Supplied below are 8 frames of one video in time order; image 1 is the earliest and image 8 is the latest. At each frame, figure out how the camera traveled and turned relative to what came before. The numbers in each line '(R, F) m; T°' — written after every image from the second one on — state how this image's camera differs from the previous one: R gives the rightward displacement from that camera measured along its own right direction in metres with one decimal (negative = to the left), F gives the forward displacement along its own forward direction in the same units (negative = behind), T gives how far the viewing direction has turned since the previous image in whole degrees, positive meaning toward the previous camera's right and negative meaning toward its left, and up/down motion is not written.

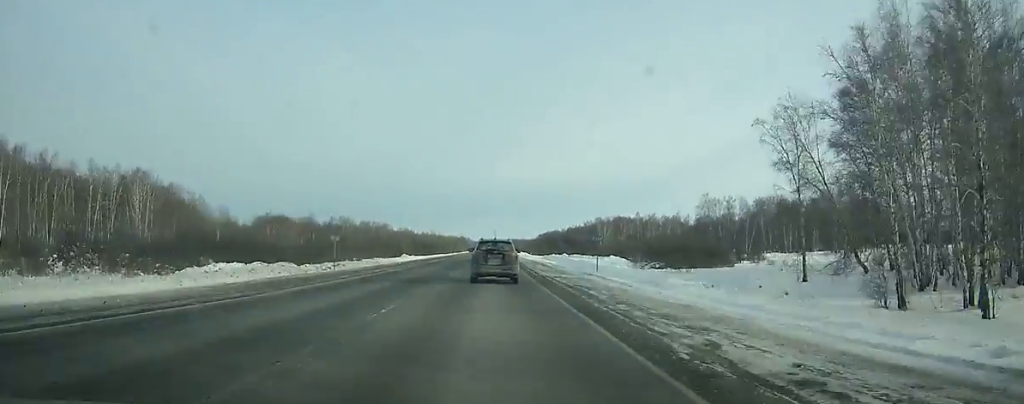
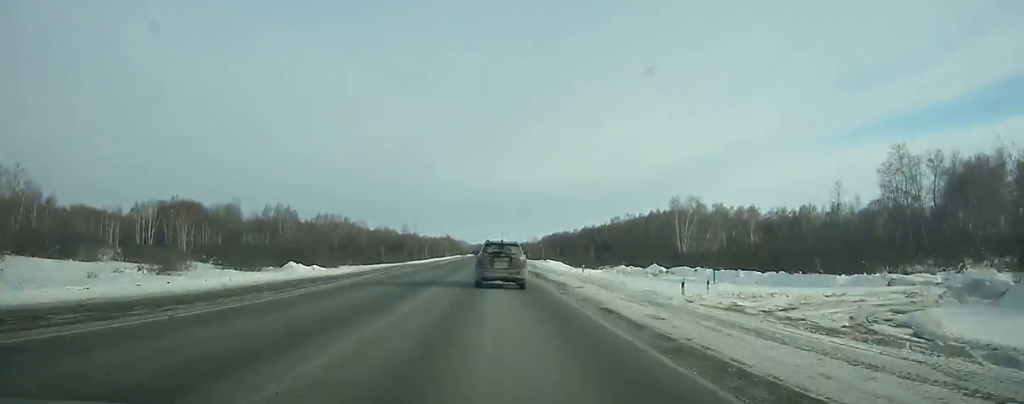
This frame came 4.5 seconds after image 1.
(+1.6, +107.1) m; +1°
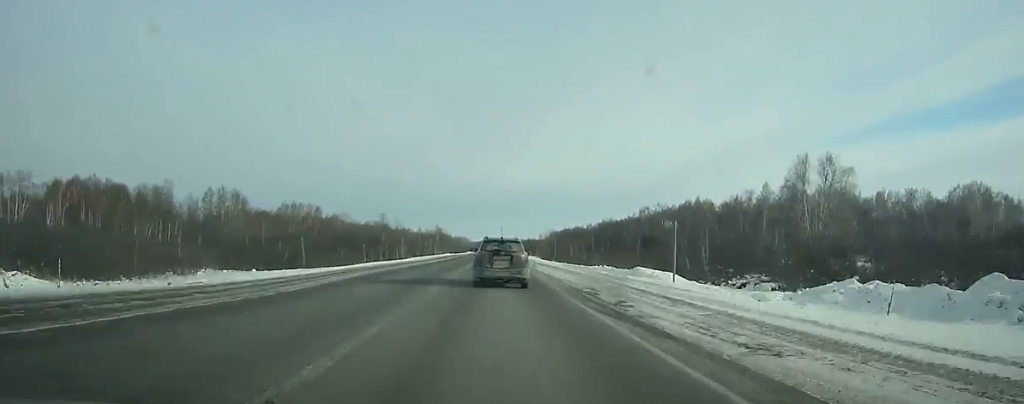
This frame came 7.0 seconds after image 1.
(-0.1, +58.5) m; 0°
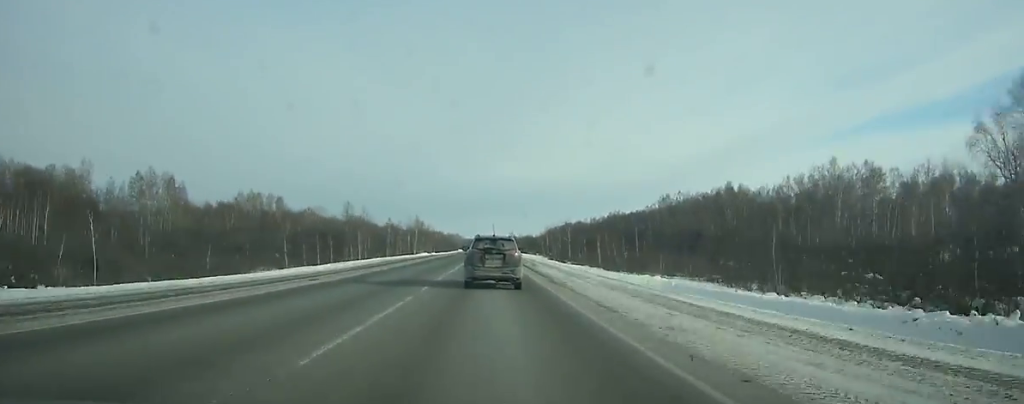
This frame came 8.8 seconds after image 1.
(-0.1, +41.9) m; 0°
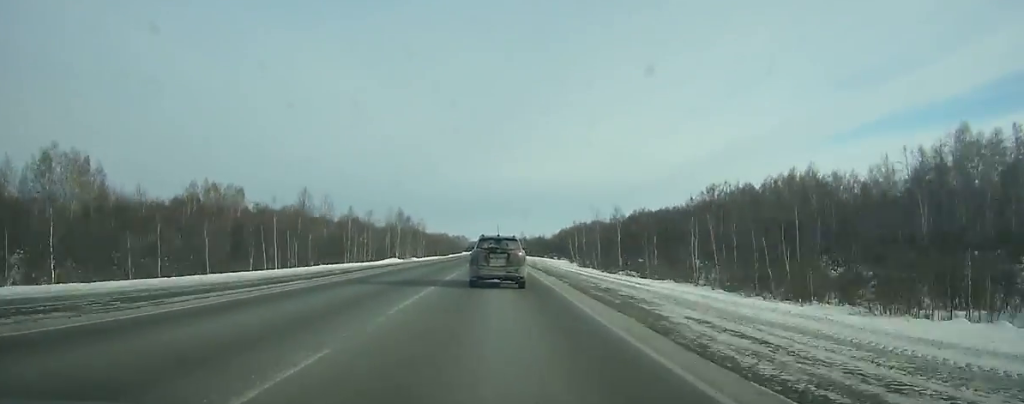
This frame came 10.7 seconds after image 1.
(-0.2, +43.9) m; 0°
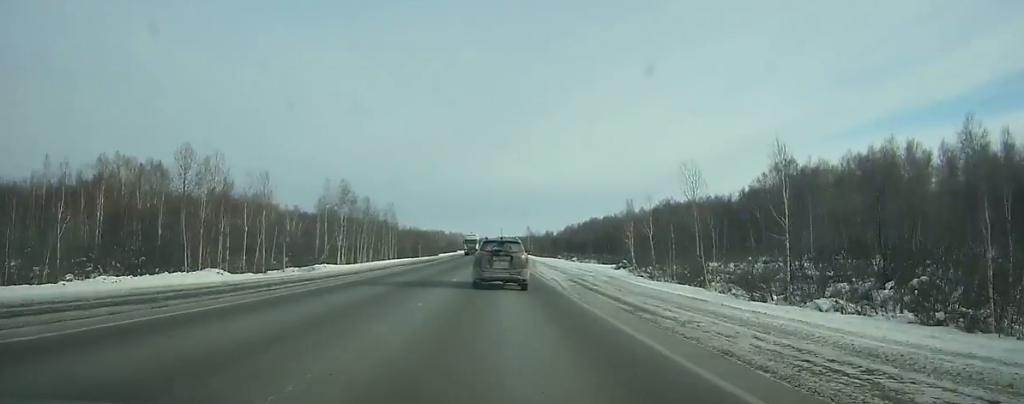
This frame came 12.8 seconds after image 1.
(+0.1, +48.3) m; 0°
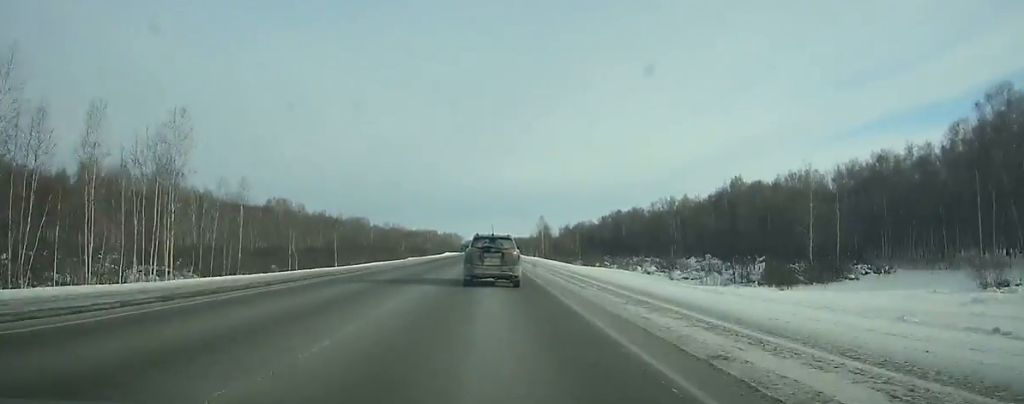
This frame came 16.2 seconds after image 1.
(+0.1, +77.9) m; 0°
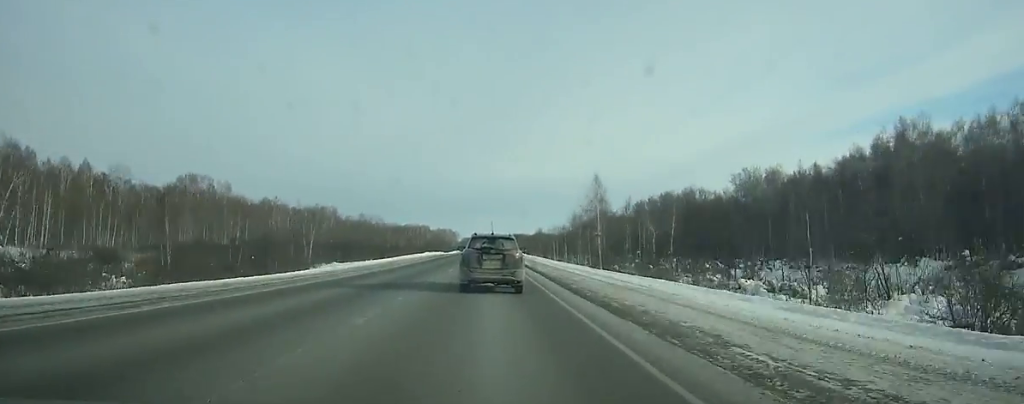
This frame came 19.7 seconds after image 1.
(0.0, +79.2) m; 0°
